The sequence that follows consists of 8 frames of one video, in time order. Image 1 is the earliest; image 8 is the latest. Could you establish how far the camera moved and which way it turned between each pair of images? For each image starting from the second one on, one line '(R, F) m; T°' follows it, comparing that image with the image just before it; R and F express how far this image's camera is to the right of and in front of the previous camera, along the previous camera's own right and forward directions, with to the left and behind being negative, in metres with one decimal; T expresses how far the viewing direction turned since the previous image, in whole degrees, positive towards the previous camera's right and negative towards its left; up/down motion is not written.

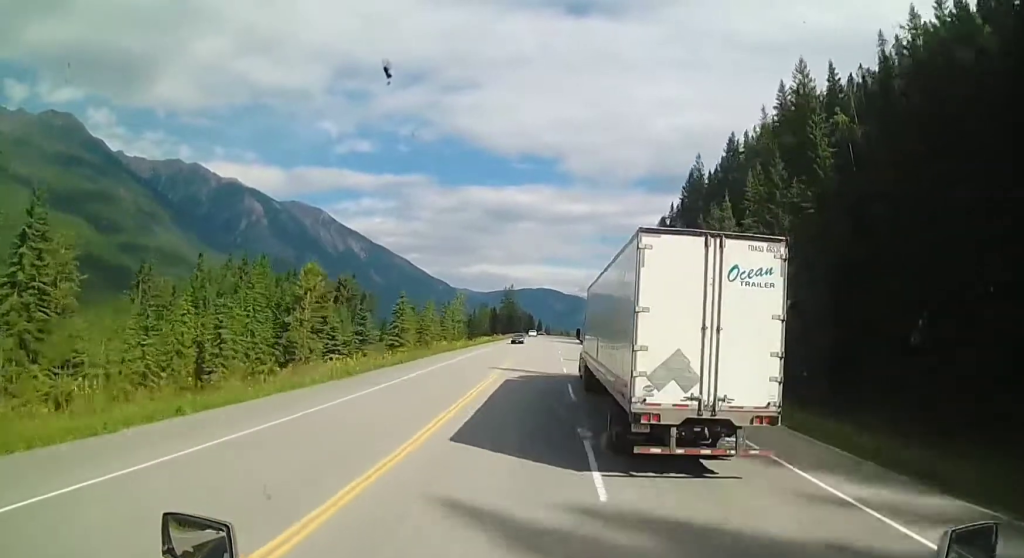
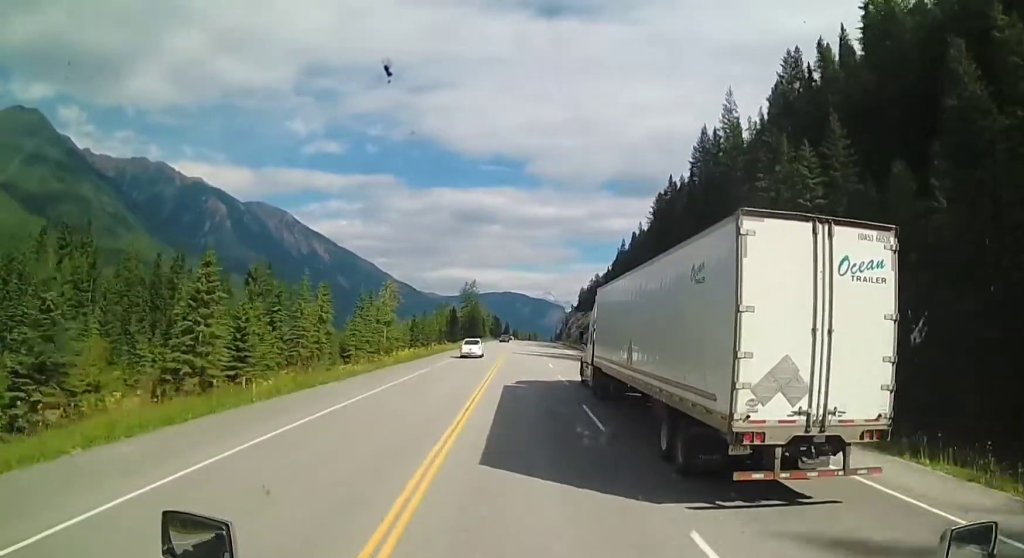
(-1.6, +43.7) m; -1°
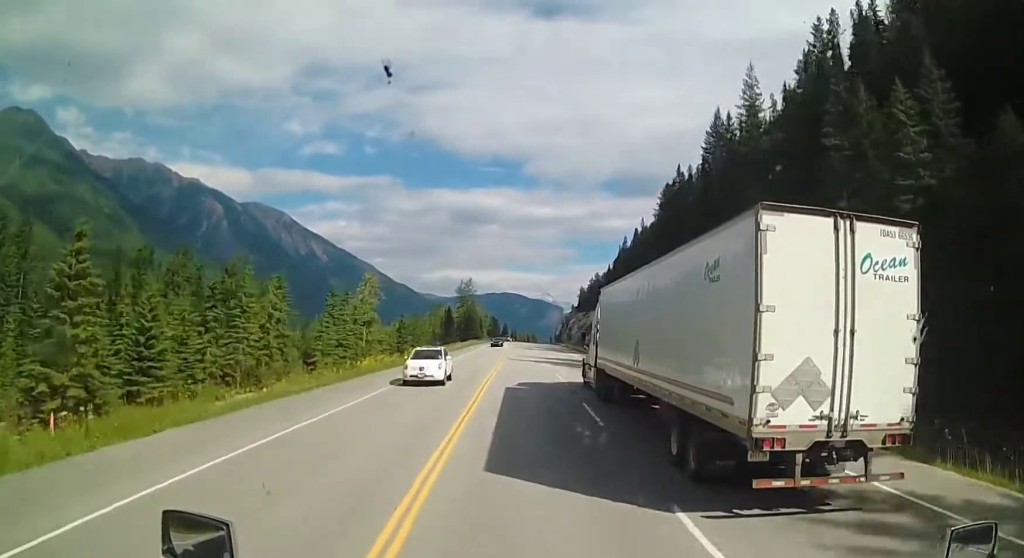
(+0.1, +11.4) m; +1°
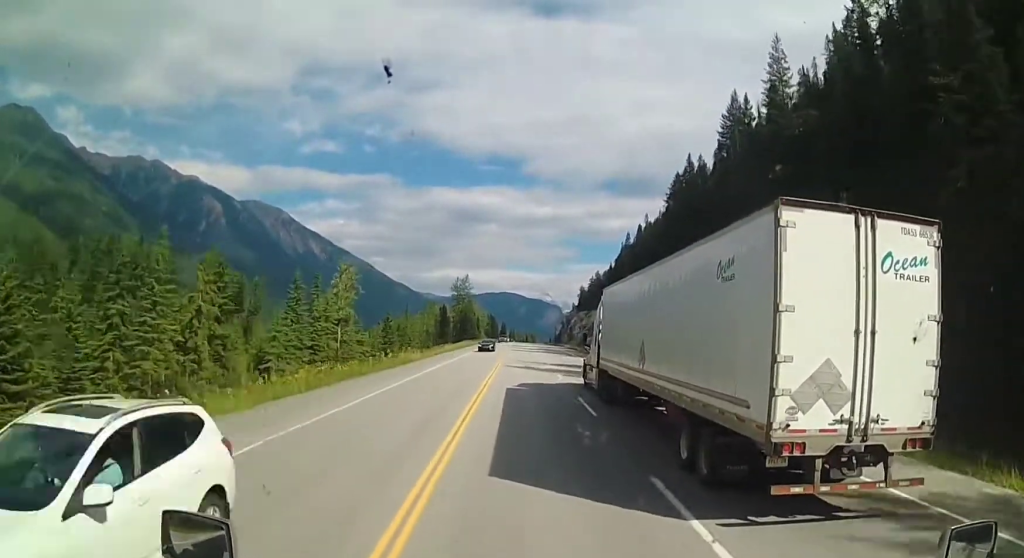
(+0.1, +10.6) m; 0°
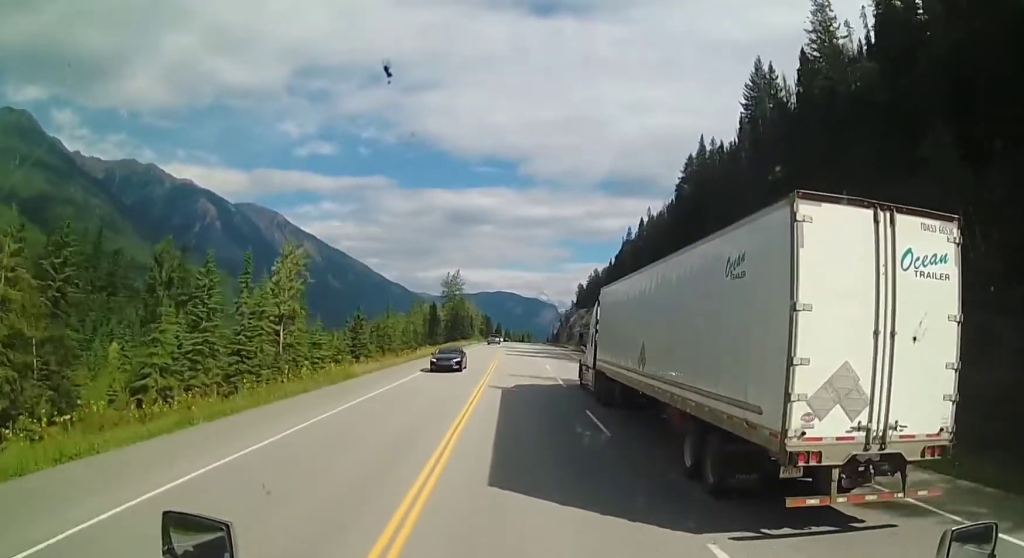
(+0.1, +15.8) m; 0°
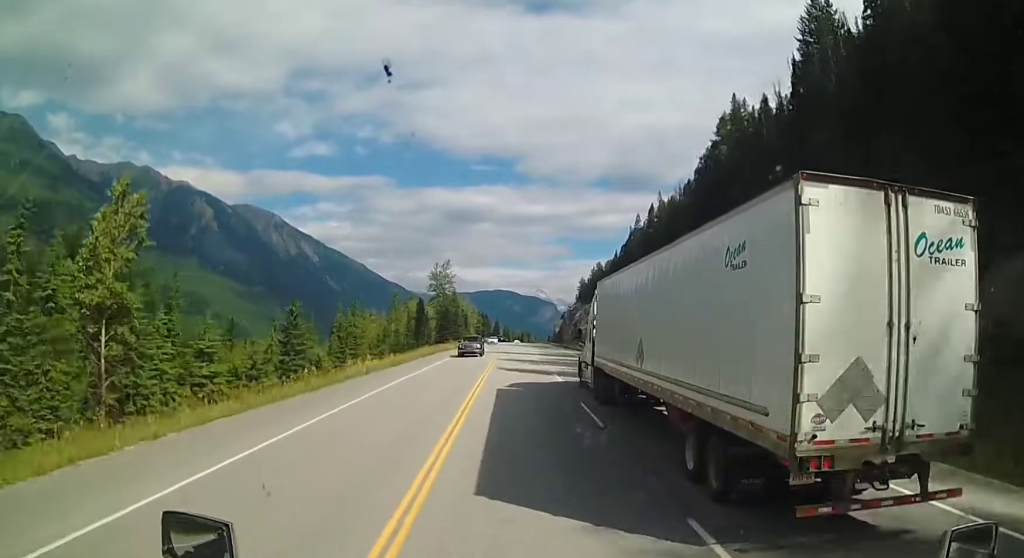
(-0.1, +24.3) m; 0°
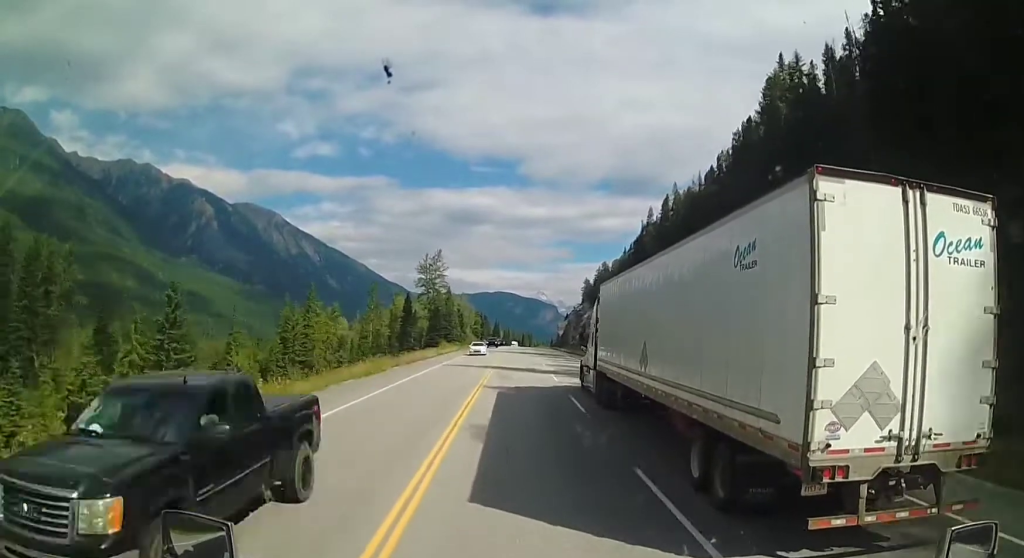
(0.0, +22.2) m; +1°
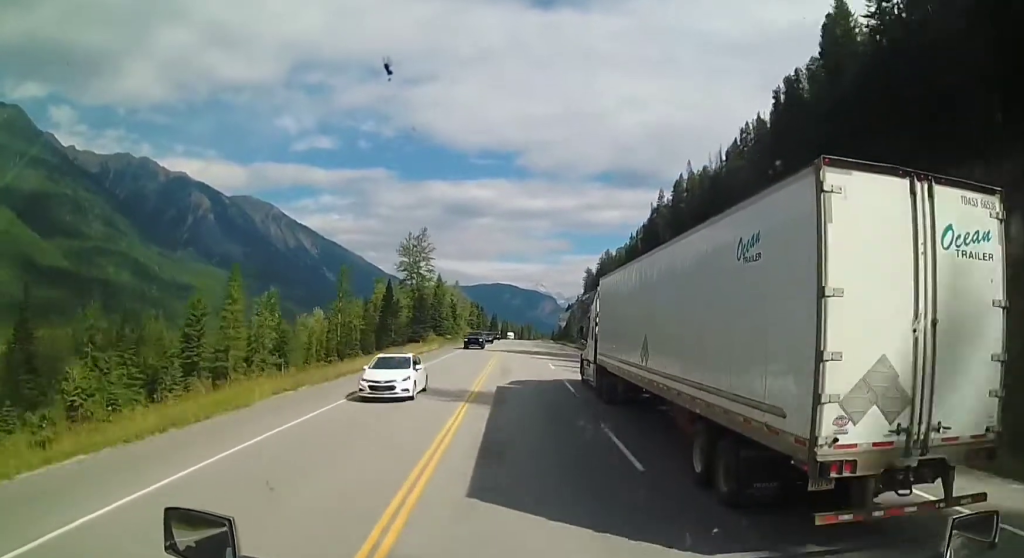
(+0.3, +21.5) m; +1°
